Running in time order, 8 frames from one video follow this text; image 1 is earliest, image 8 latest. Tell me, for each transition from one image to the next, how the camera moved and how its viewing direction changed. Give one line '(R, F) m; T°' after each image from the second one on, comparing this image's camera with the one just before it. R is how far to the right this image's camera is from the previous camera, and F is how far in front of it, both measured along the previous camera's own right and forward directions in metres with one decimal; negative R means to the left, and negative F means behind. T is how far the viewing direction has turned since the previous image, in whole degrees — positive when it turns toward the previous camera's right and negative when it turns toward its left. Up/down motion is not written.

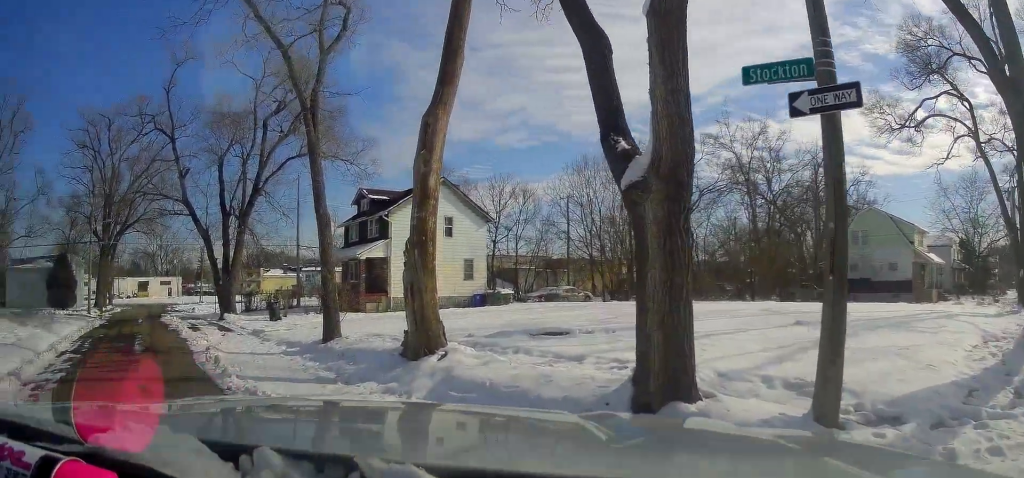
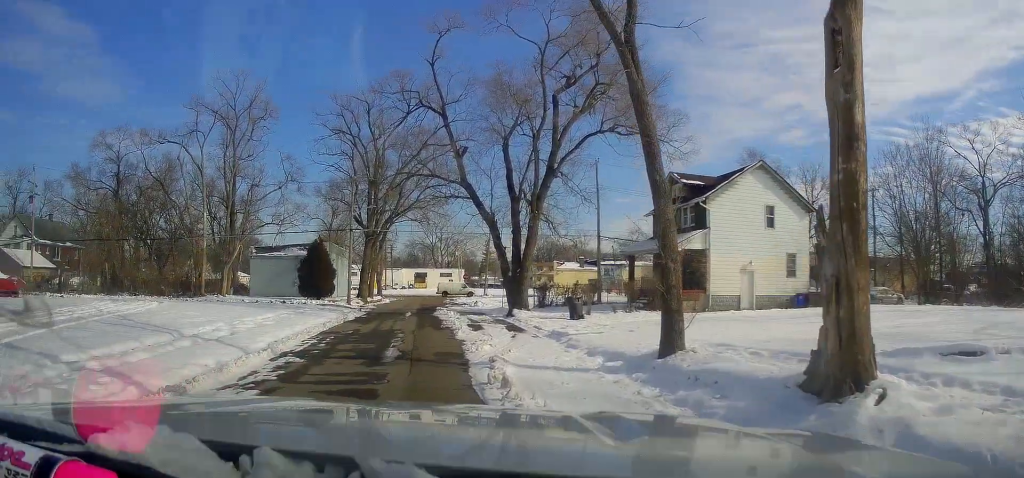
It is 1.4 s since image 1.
(-0.8, +4.6) m; -18°
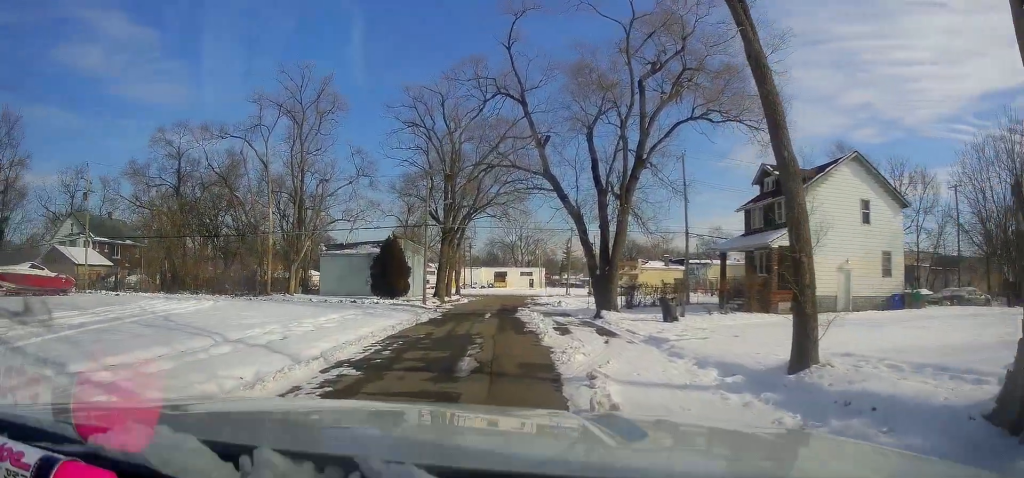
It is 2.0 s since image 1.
(-0.2, +2.2) m; -5°
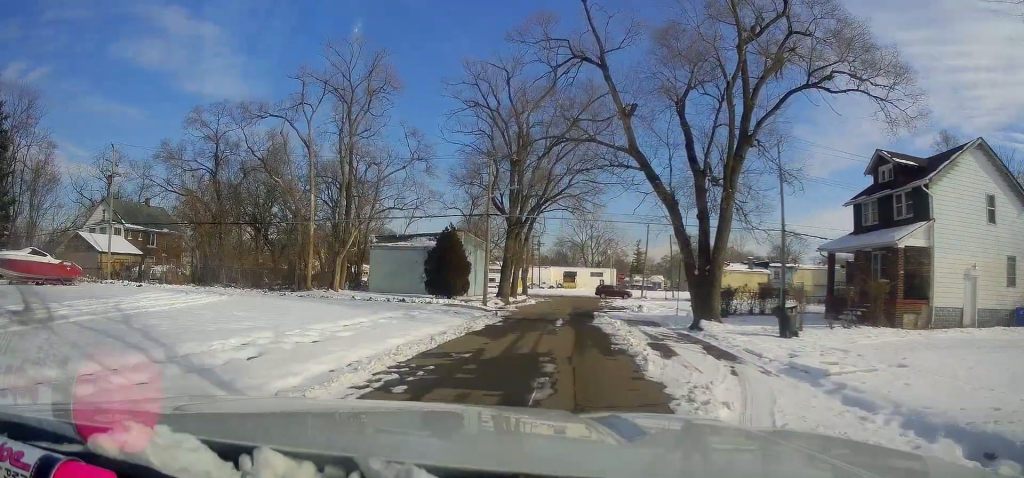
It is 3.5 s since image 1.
(-0.6, +5.7) m; -11°
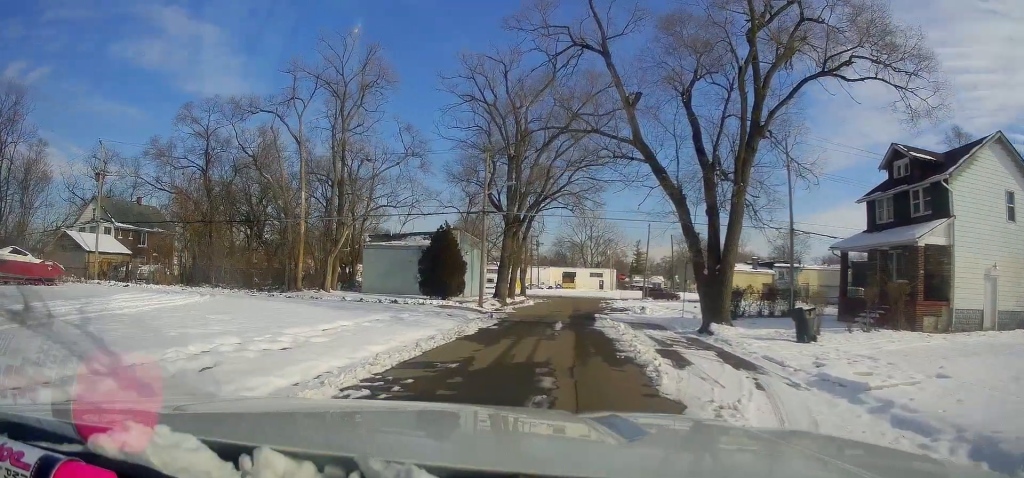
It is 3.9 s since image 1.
(-0.2, +1.6) m; 0°
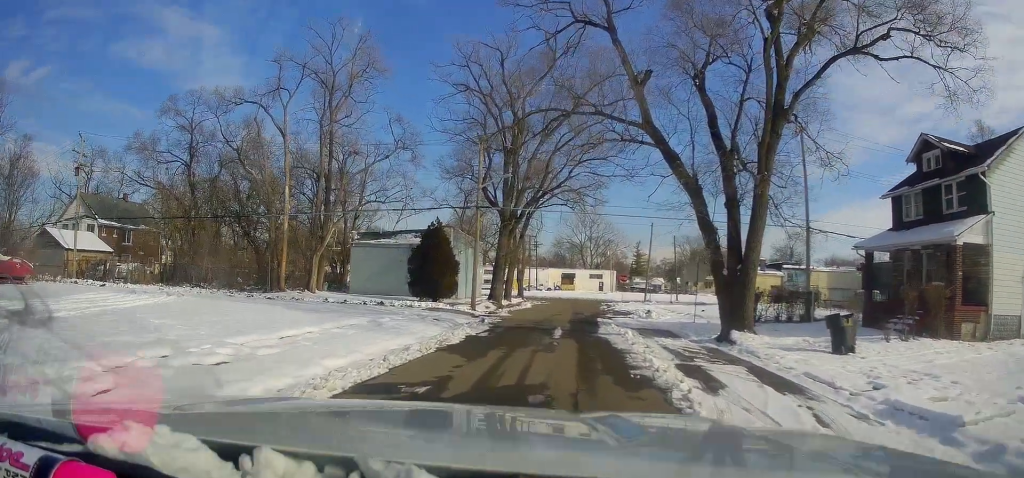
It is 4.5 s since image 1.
(-0.1, +2.6) m; +2°
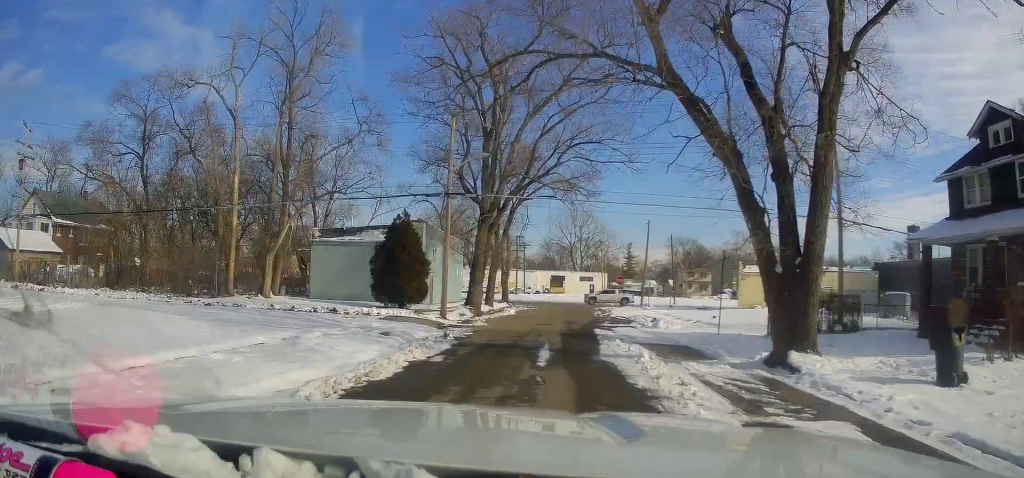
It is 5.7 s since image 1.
(+0.5, +5.3) m; +6°
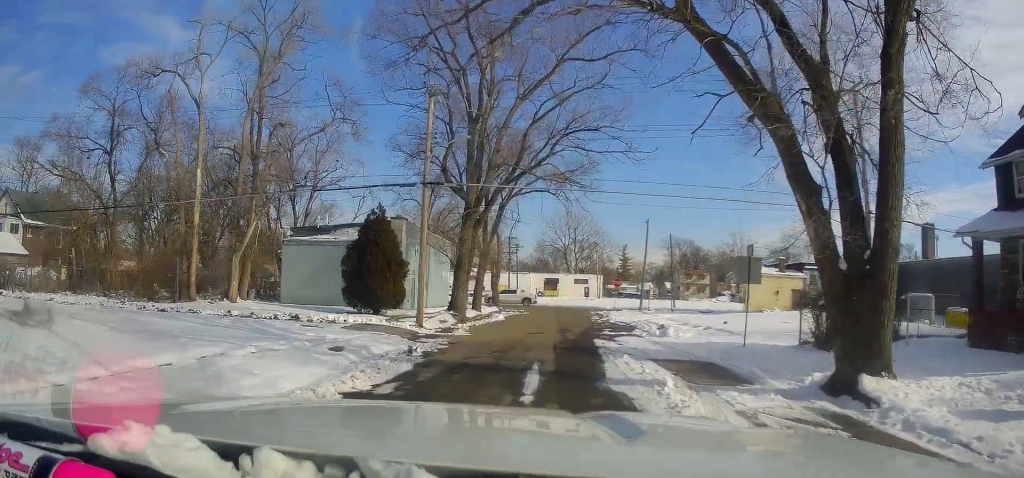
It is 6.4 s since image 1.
(0.0, +3.4) m; 0°
